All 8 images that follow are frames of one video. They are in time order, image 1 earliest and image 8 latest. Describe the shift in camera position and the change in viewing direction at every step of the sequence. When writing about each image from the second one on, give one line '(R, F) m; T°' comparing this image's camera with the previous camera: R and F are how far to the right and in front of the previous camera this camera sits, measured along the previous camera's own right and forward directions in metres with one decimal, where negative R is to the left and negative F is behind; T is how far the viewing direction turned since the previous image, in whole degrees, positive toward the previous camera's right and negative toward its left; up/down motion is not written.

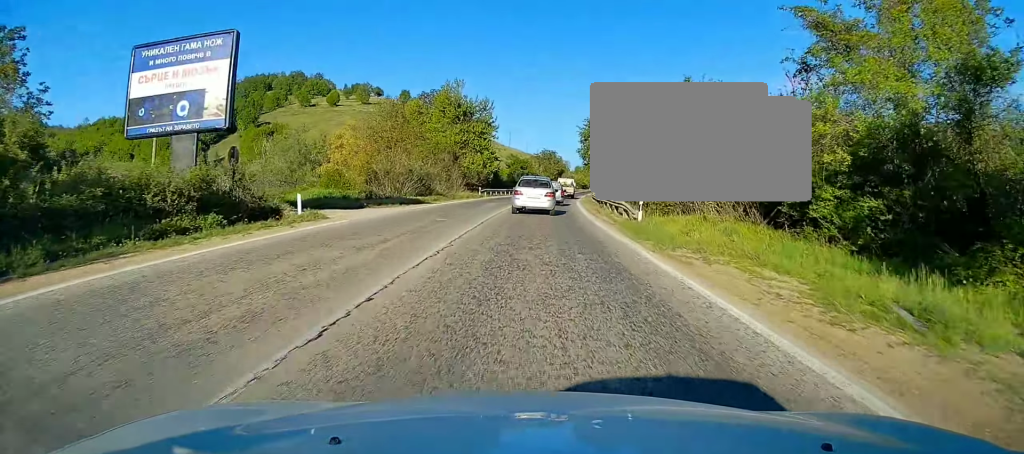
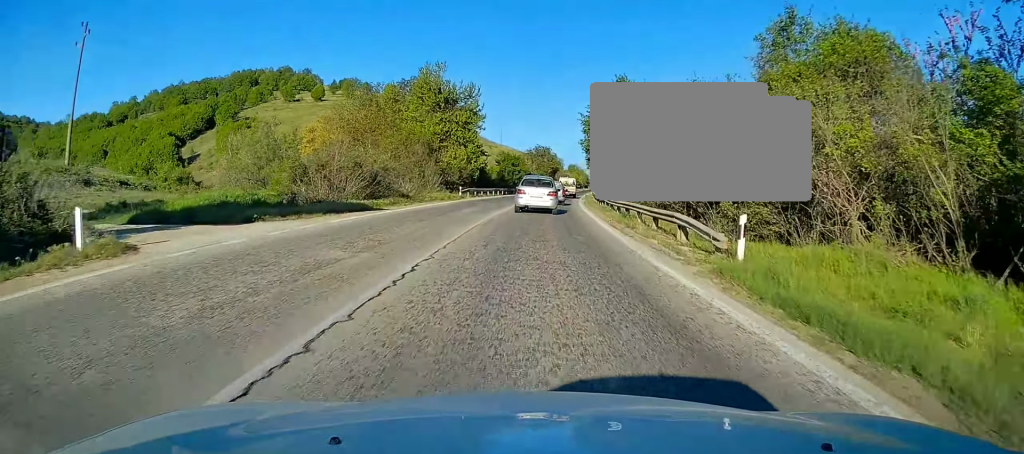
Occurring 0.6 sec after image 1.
(+0.1, +11.0) m; +1°
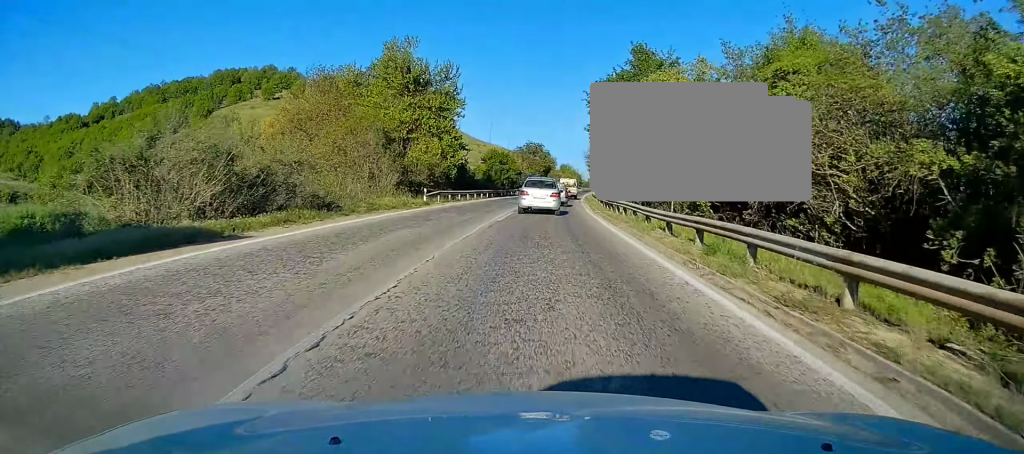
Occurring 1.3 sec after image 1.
(+0.2, +12.8) m; +2°
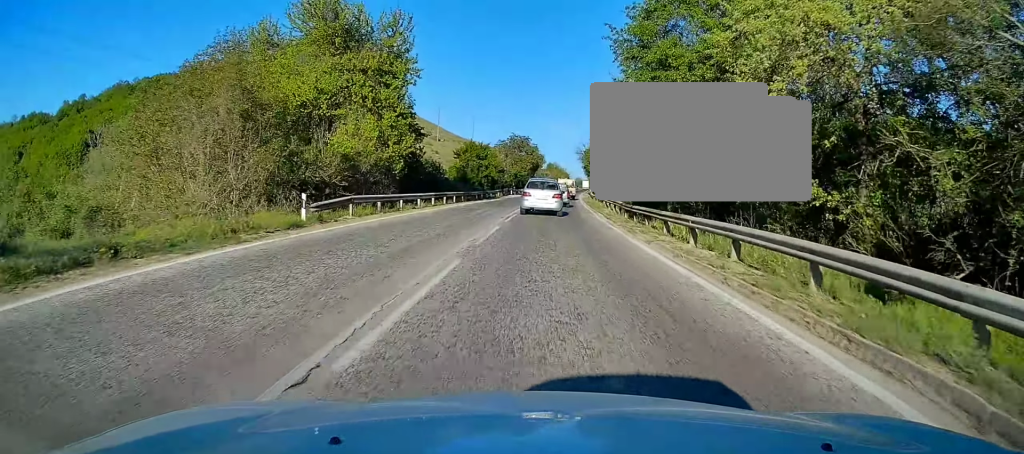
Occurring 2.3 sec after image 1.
(+0.4, +17.7) m; +1°
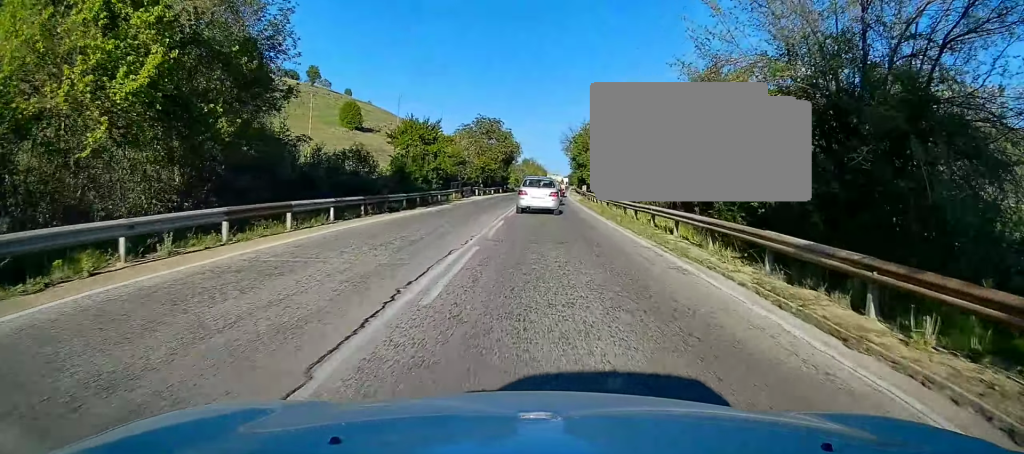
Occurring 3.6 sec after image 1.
(0.0, +24.6) m; 0°
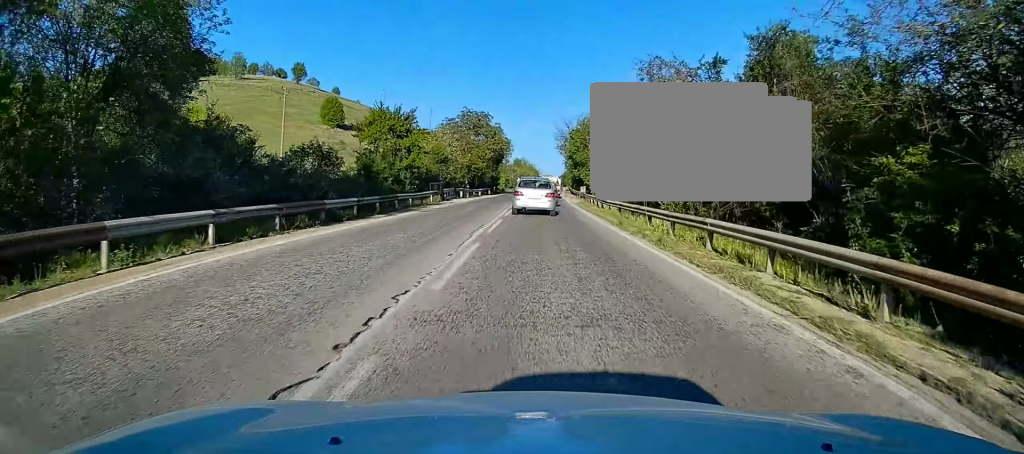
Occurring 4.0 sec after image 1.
(0.0, +8.0) m; +1°
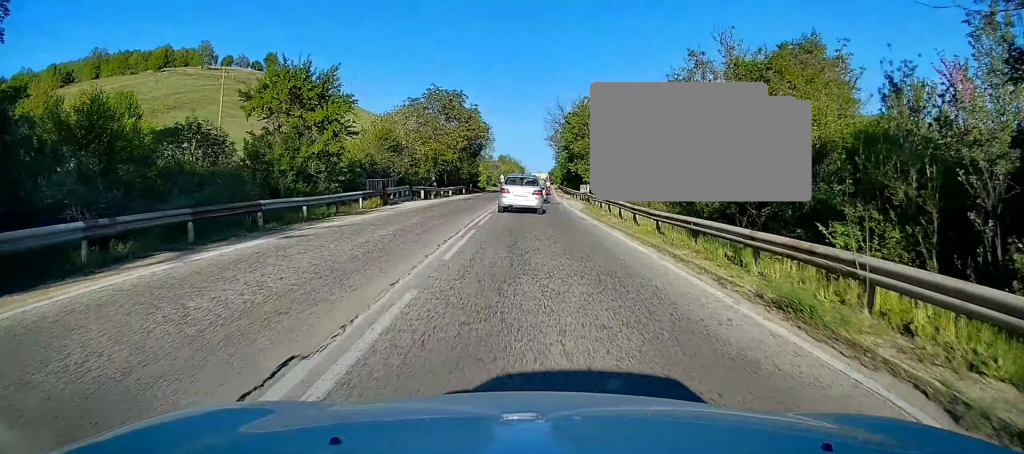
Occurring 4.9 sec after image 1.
(+0.2, +15.3) m; +1°
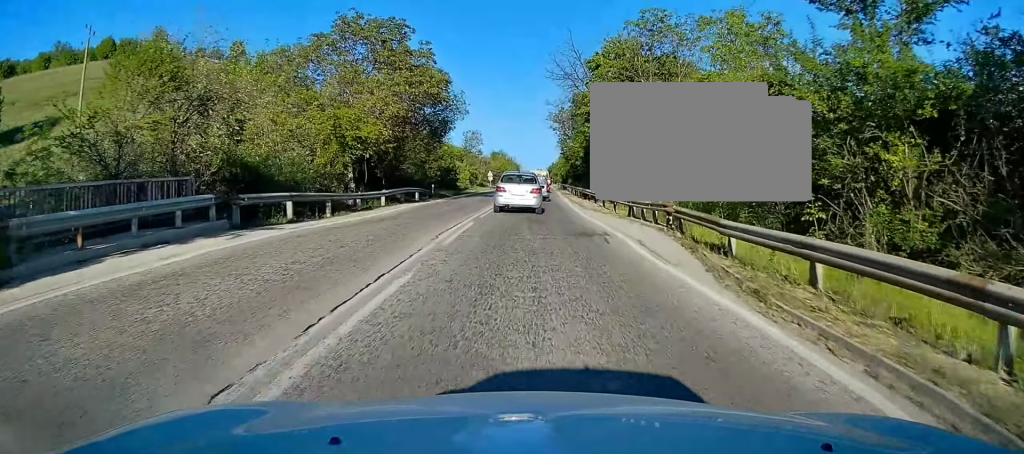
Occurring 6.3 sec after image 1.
(+0.3, +25.5) m; +1°
